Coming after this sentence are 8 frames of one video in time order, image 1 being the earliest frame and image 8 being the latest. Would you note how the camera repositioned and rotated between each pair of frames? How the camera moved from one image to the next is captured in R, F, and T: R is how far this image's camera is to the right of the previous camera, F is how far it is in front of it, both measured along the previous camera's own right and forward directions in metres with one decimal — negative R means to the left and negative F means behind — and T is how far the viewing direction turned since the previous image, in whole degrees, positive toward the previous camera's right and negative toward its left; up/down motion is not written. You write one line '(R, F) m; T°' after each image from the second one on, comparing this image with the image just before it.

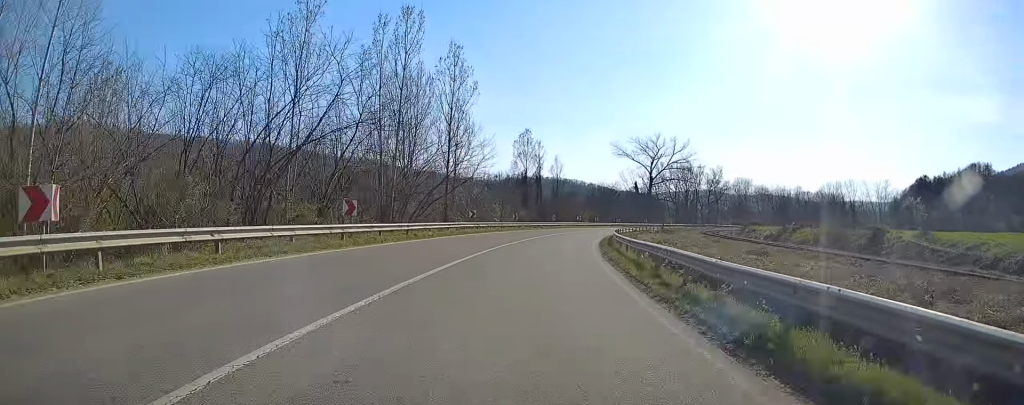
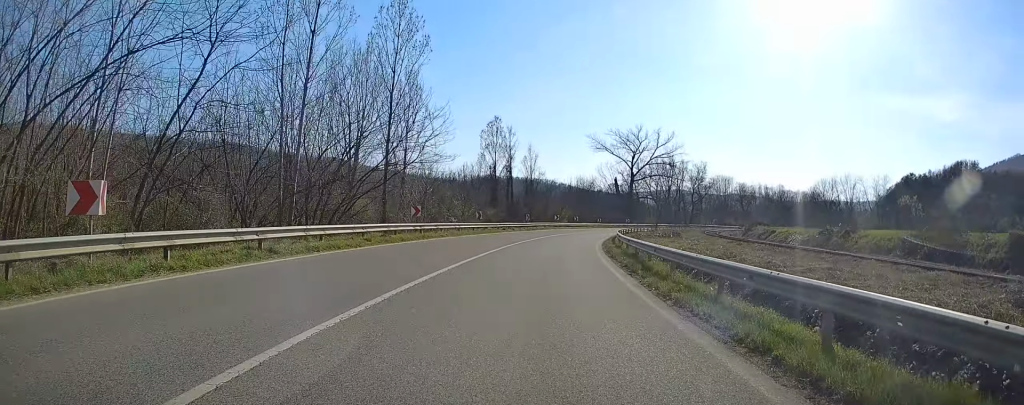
(+0.2, +13.9) m; +3°
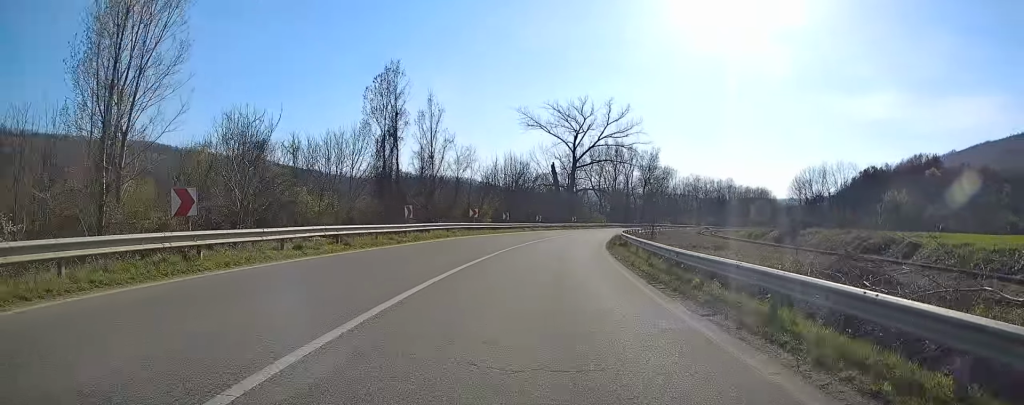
(+2.1, +34.0) m; +8°
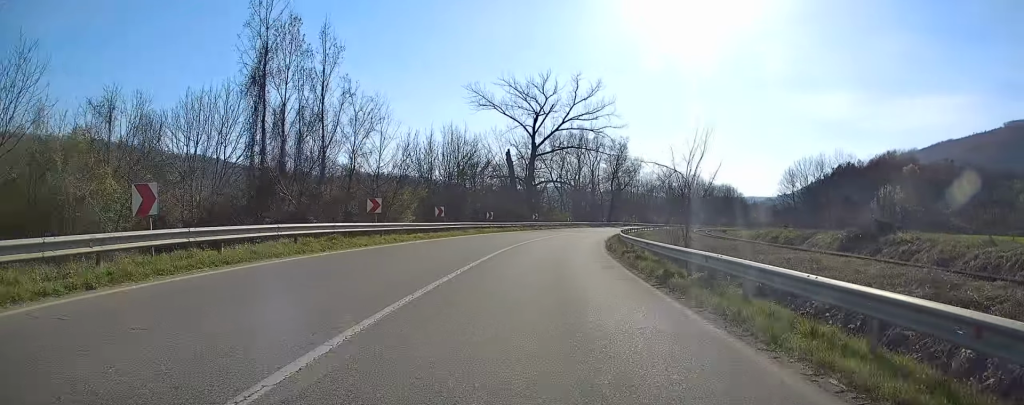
(+0.6, +18.4) m; +5°
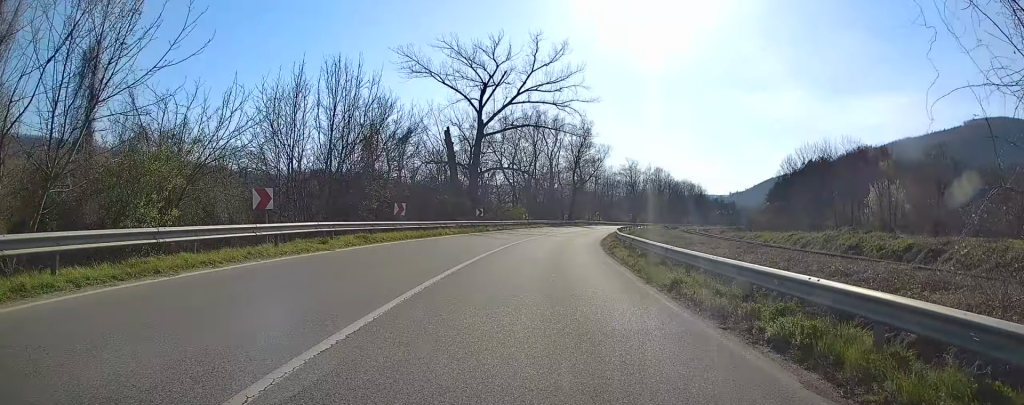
(+0.7, +20.2) m; +5°
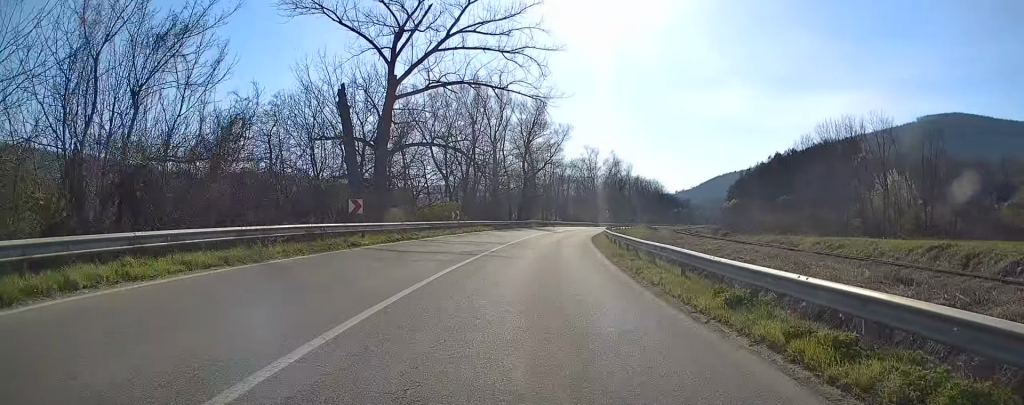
(+1.4, +23.9) m; +6°
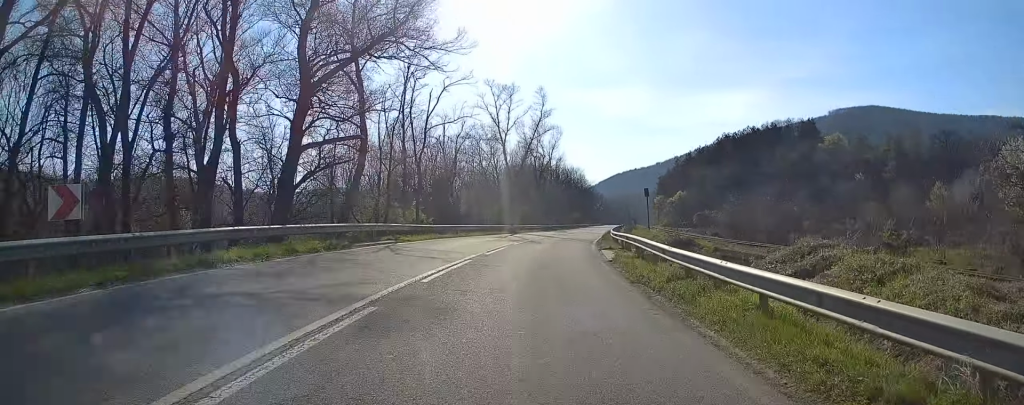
(+5.8, +58.3) m; +10°
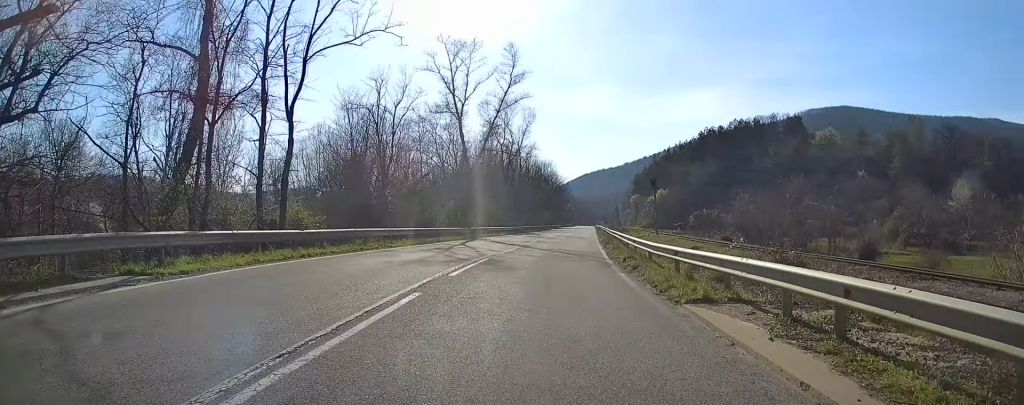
(+0.3, +16.5) m; +2°
